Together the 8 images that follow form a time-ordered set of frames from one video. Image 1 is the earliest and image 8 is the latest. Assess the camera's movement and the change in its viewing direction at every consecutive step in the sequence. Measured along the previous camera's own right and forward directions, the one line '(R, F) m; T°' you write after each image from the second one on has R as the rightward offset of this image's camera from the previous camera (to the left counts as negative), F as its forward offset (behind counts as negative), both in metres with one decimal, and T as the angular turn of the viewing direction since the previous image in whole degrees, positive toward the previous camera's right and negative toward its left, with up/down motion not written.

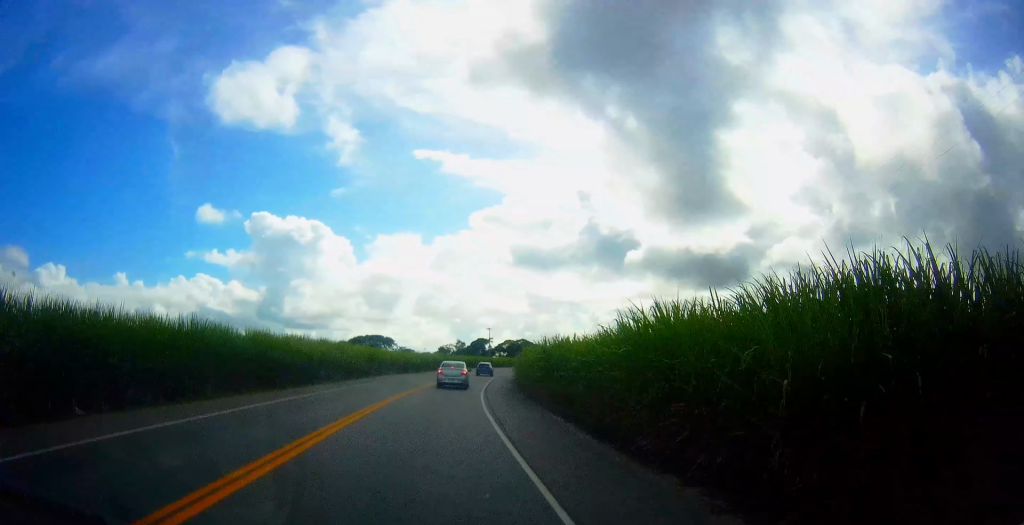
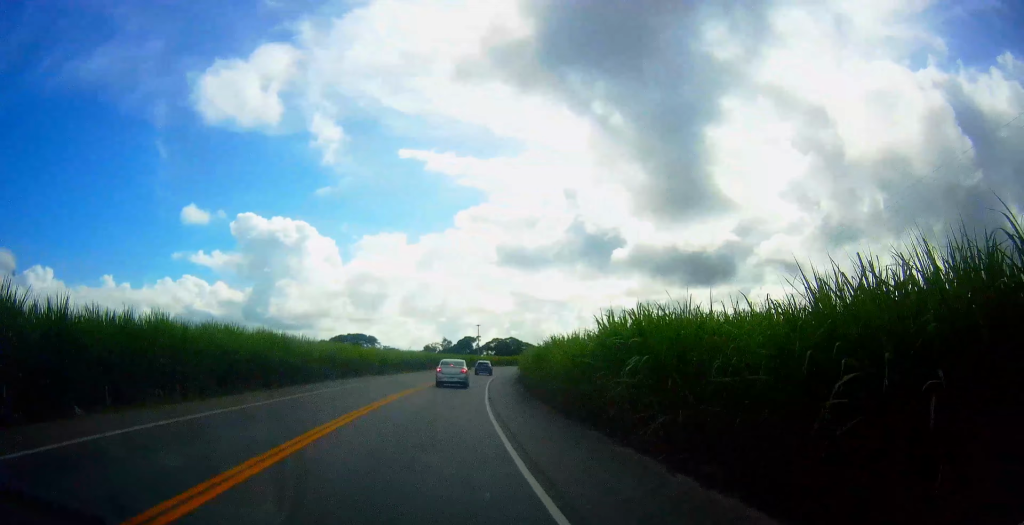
(-0.1, +11.9) m; +1°
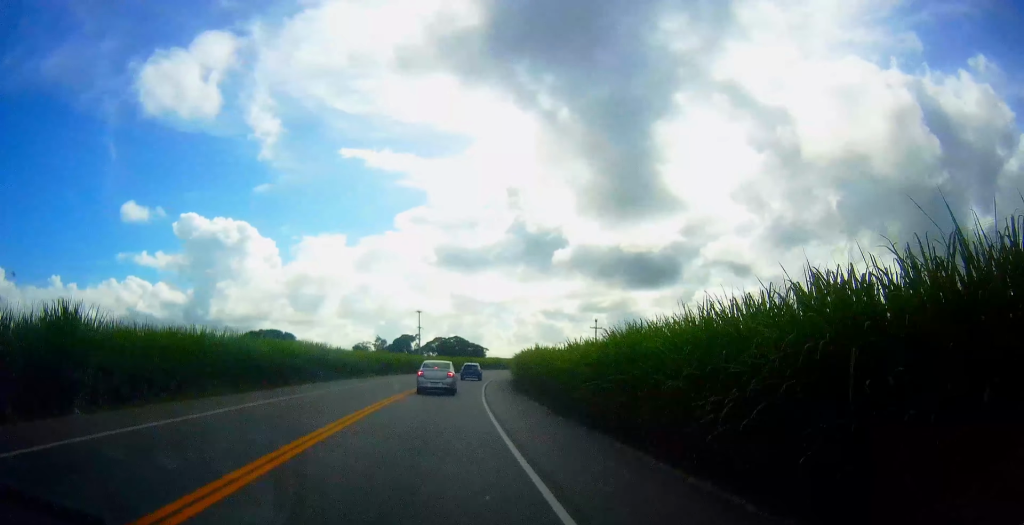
(+1.7, +45.3) m; +3°
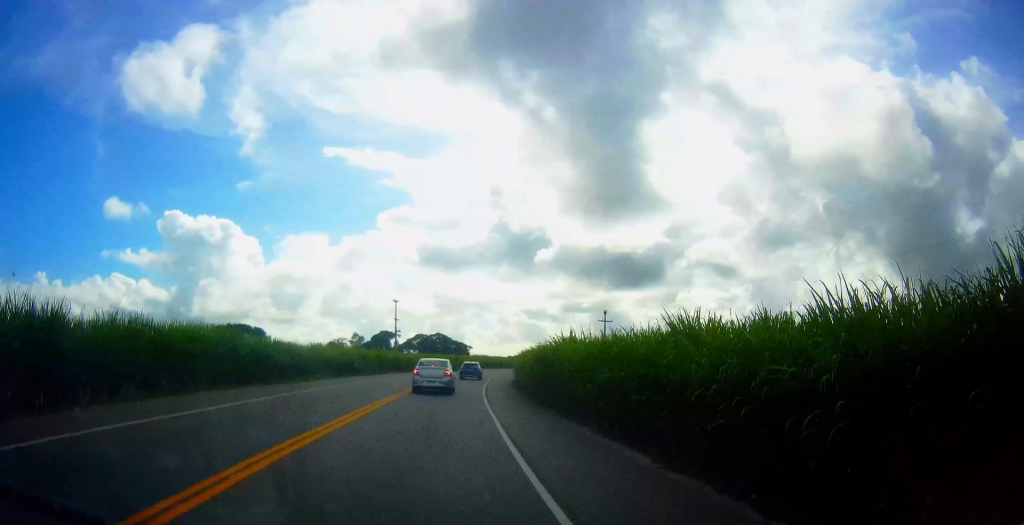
(-0.4, +15.9) m; +1°
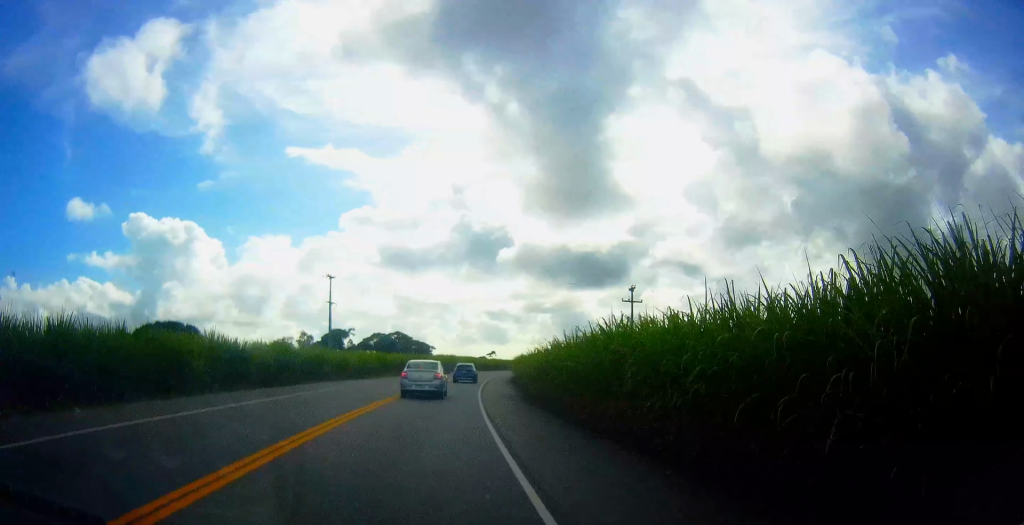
(+1.3, +27.4) m; +4°
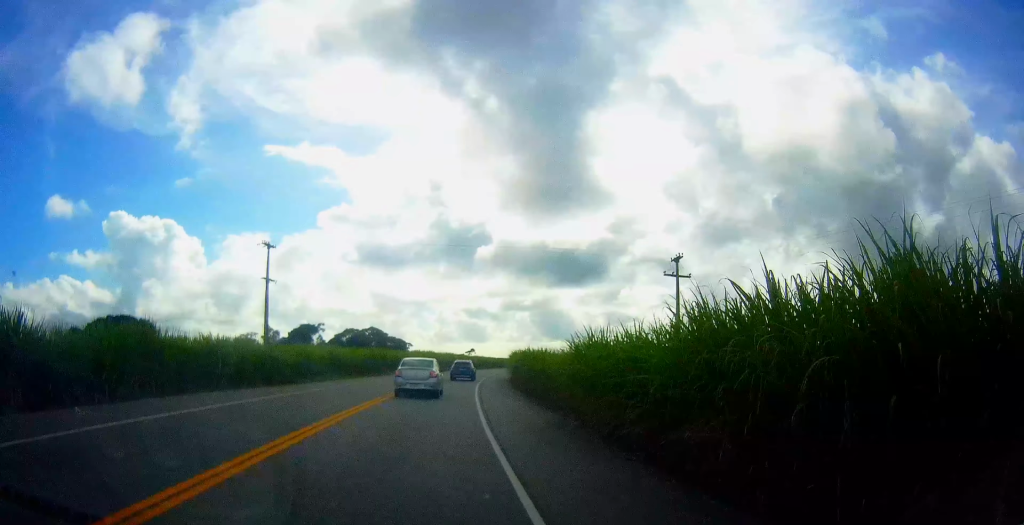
(+0.5, +16.5) m; +3°
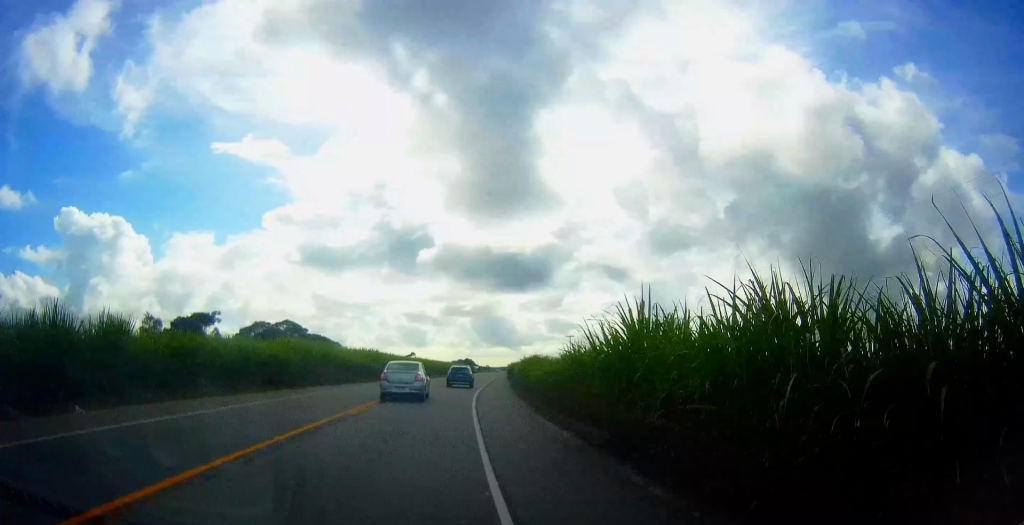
(+3.0, +44.8) m; +7°
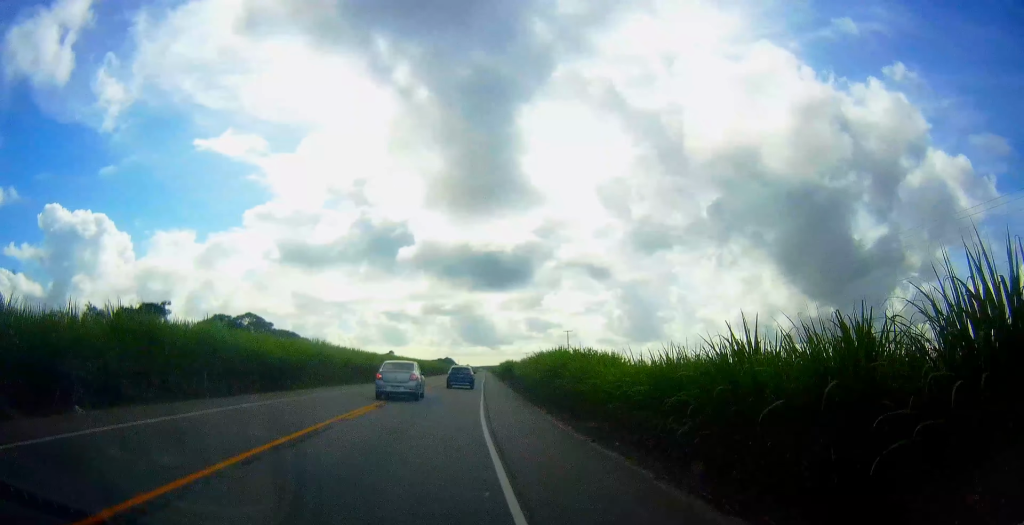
(+0.3, +16.9) m; +3°
